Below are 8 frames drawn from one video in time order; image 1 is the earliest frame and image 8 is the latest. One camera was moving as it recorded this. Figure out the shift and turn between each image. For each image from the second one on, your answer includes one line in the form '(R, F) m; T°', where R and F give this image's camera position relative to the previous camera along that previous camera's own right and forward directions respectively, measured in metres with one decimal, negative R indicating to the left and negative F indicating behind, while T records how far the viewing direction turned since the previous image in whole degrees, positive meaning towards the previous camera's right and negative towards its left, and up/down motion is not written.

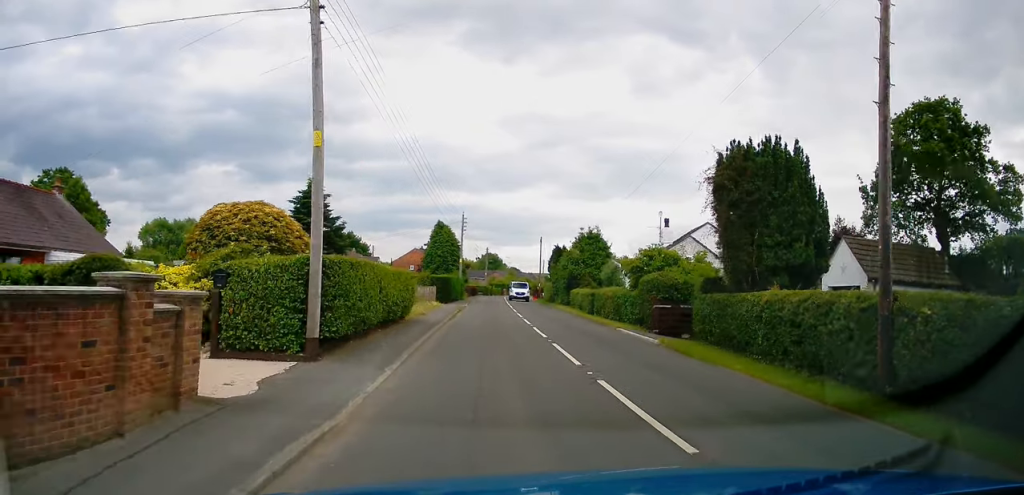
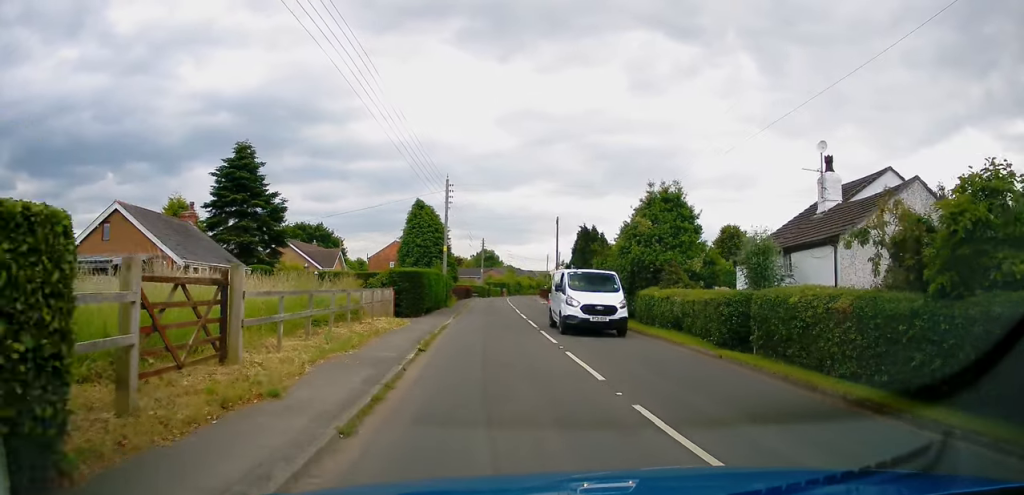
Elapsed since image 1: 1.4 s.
(+0.2, +19.1) m; 0°
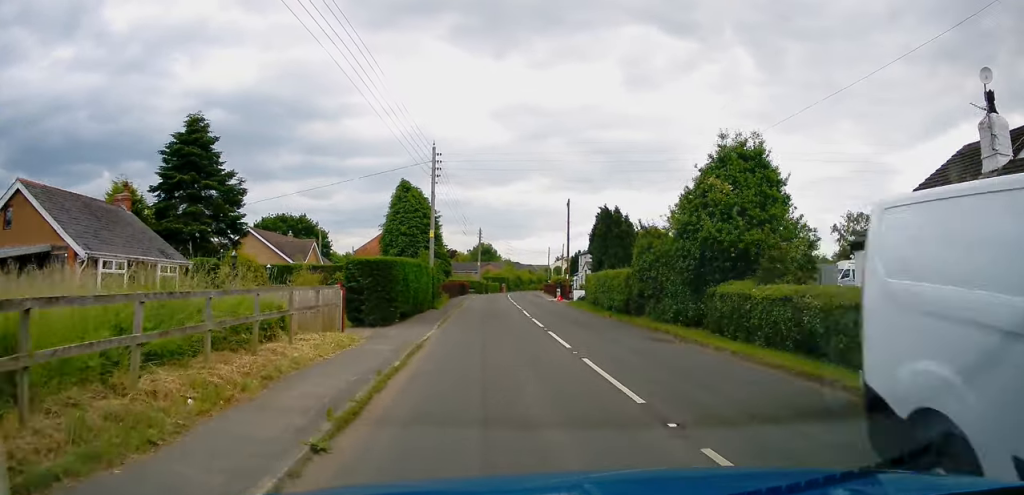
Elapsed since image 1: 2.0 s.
(-0.2, +8.4) m; 0°
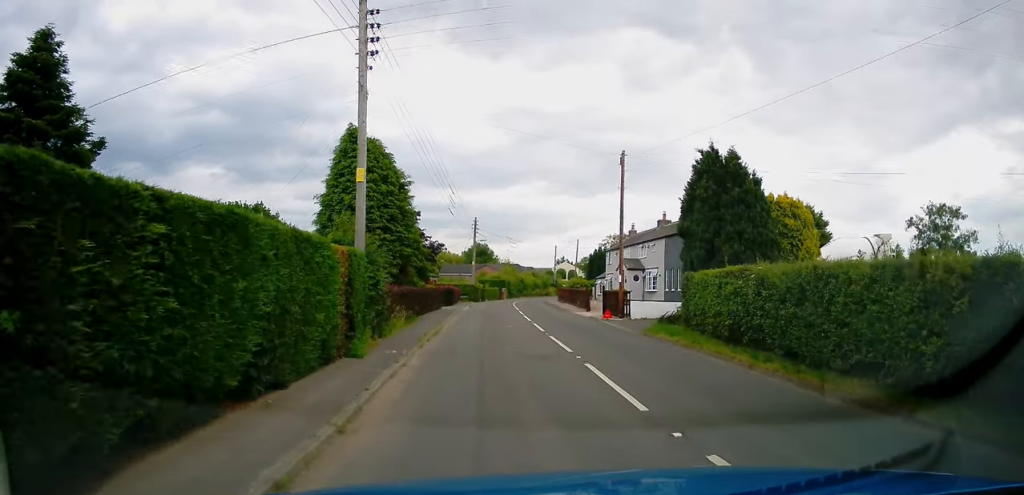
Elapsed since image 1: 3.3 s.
(+0.1, +17.5) m; +1°
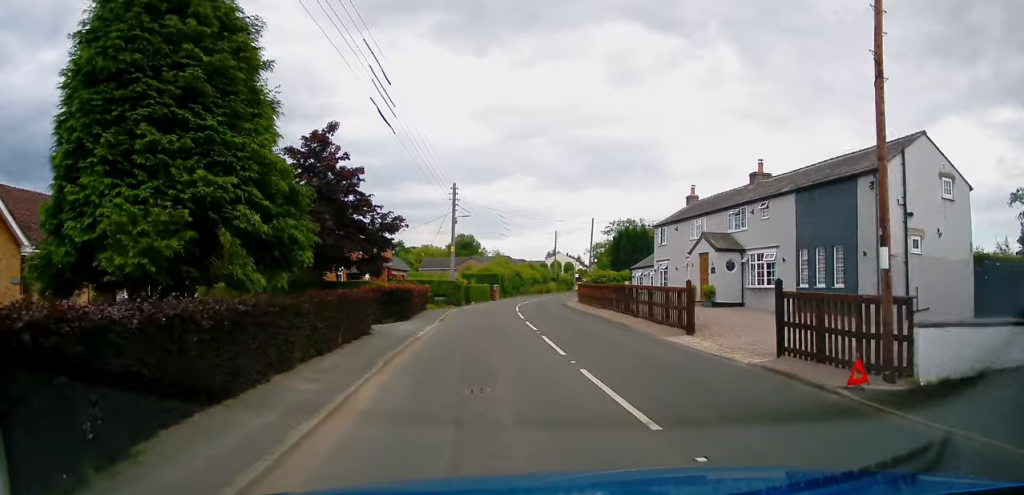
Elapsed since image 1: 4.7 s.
(0.0, +18.3) m; +1°
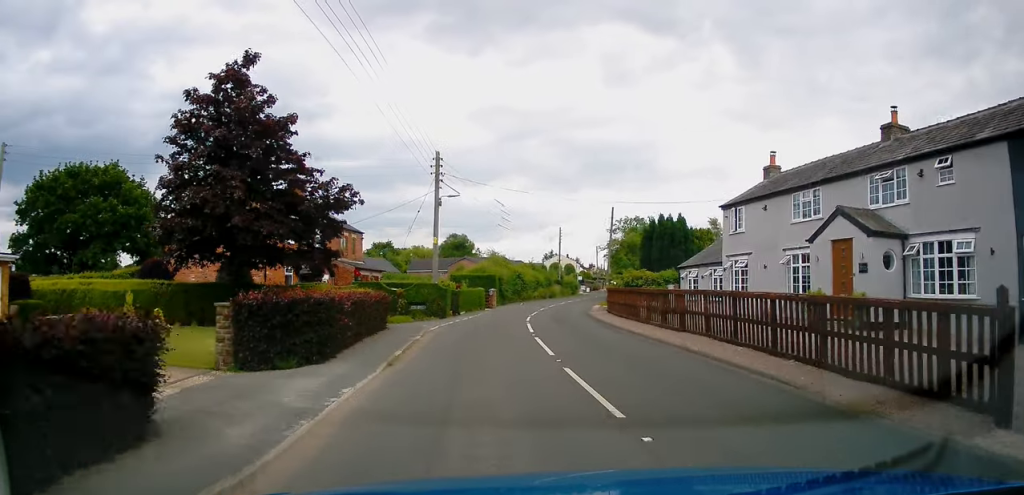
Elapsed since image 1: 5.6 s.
(0.0, +11.0) m; +1°
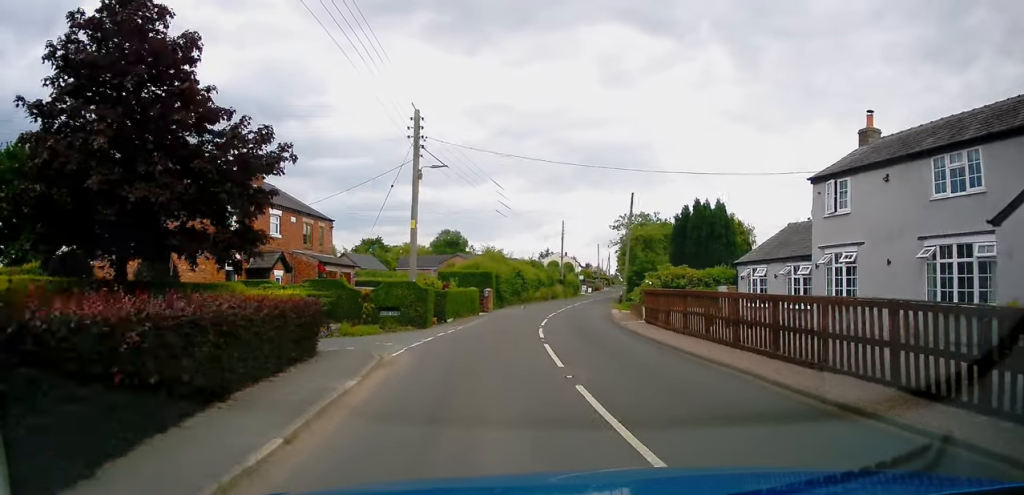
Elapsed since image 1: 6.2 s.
(+0.1, +7.6) m; +1°
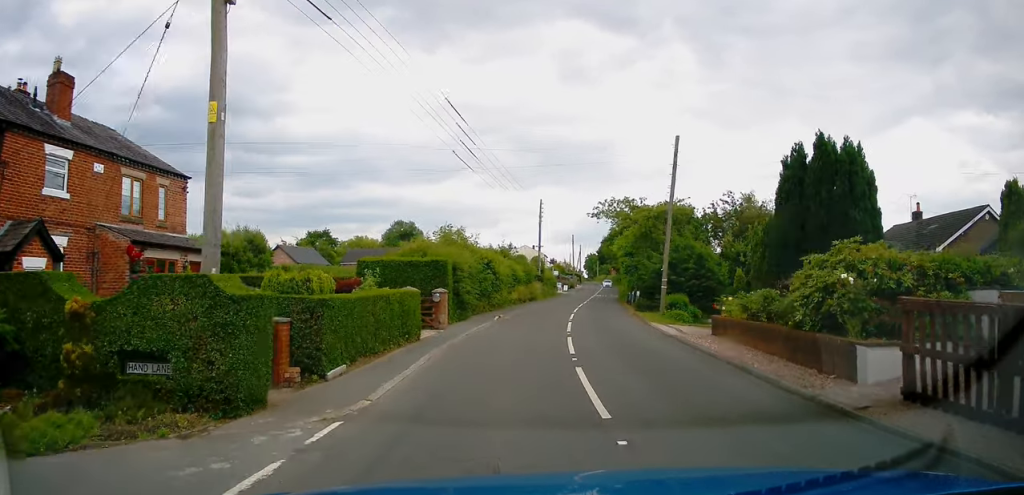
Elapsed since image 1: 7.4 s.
(+0.1, +15.6) m; +3°
